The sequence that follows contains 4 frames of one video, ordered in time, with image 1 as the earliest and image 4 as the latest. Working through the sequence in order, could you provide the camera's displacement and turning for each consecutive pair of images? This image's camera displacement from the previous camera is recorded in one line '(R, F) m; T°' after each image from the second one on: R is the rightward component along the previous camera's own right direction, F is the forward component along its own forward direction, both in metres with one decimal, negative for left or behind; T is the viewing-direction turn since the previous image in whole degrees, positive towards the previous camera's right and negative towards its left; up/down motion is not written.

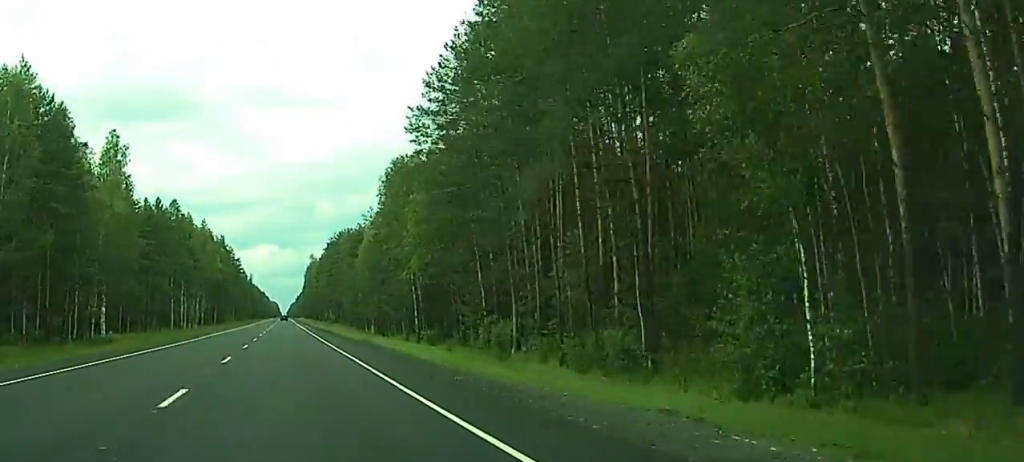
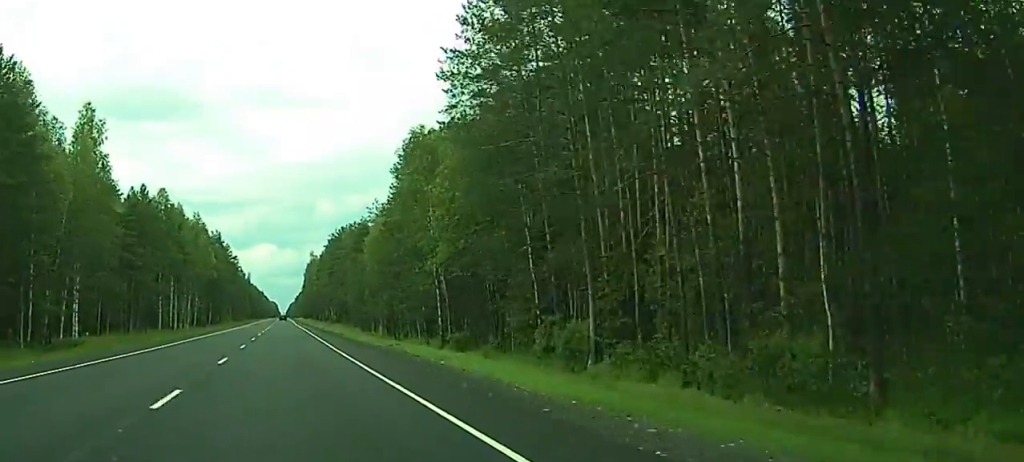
(0.0, +12.3) m; 0°
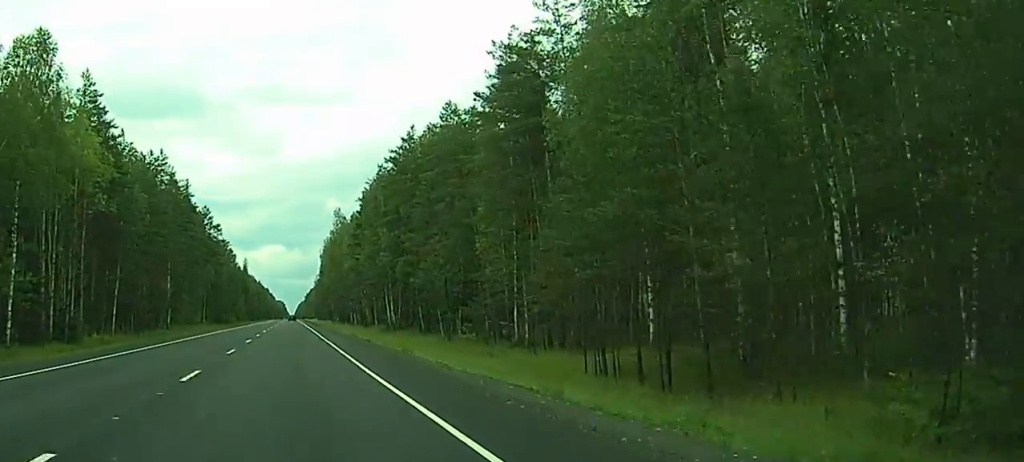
(-0.7, +115.2) m; 0°
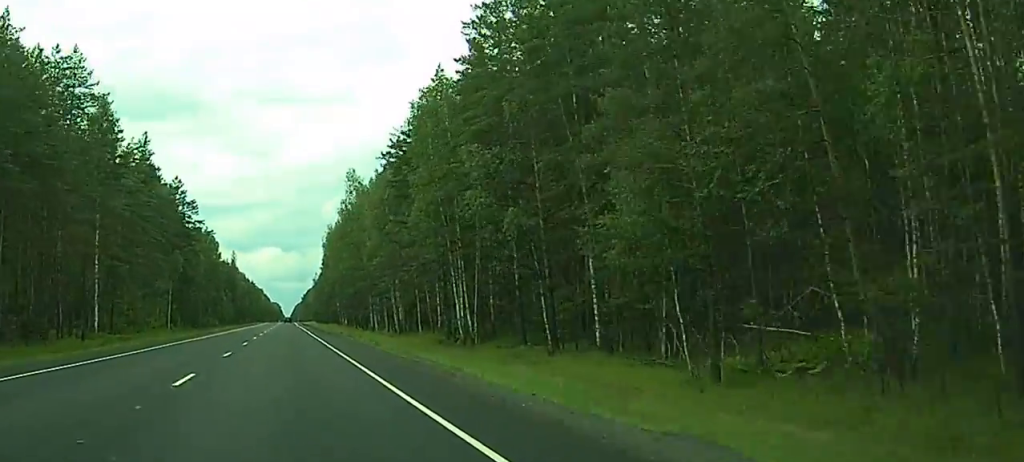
(0.0, +49.0) m; 0°
